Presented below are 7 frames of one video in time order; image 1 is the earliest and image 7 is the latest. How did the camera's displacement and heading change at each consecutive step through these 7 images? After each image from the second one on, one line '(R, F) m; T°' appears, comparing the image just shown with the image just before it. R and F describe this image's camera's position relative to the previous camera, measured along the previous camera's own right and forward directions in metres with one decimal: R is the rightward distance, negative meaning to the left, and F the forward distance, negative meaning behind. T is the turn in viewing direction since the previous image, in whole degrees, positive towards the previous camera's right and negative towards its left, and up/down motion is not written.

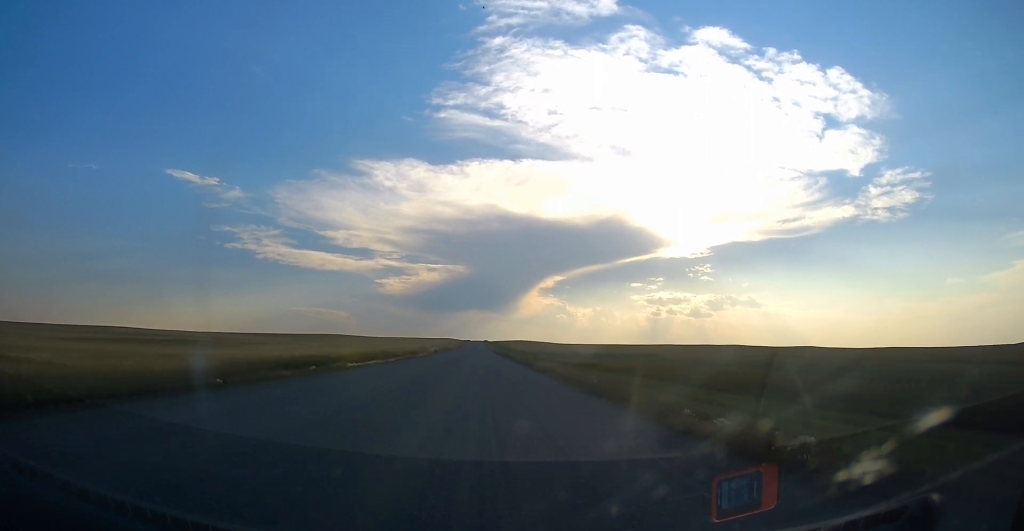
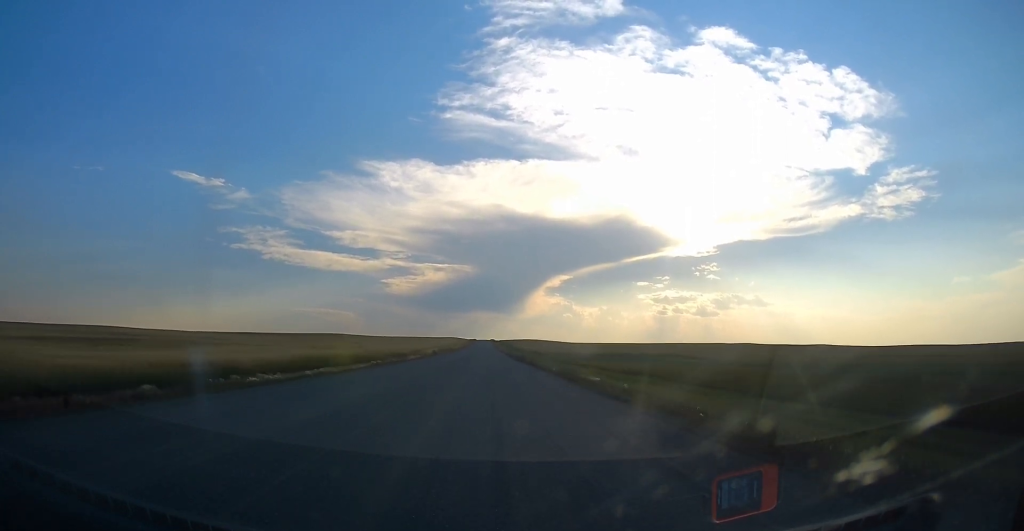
(0.0, +20.0) m; +1°
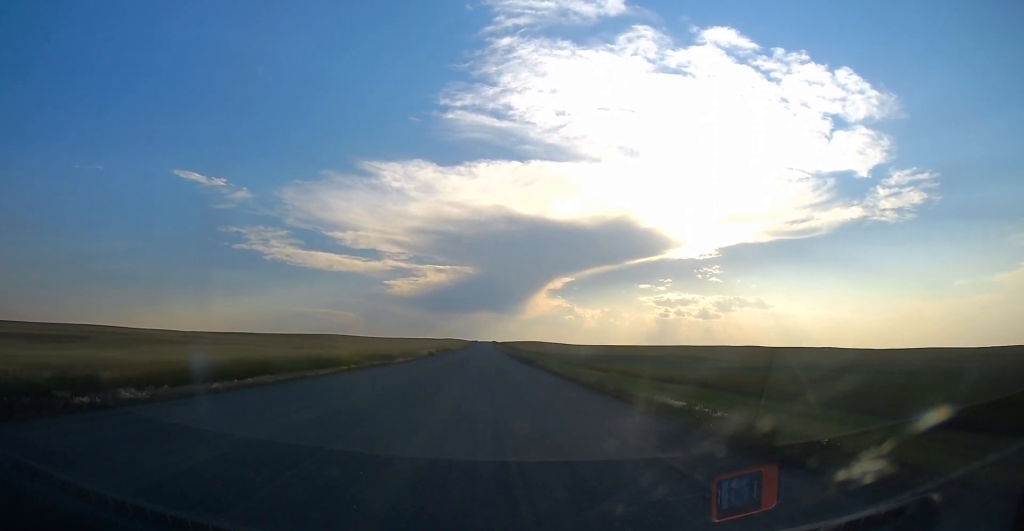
(+0.1, +11.4) m; +1°
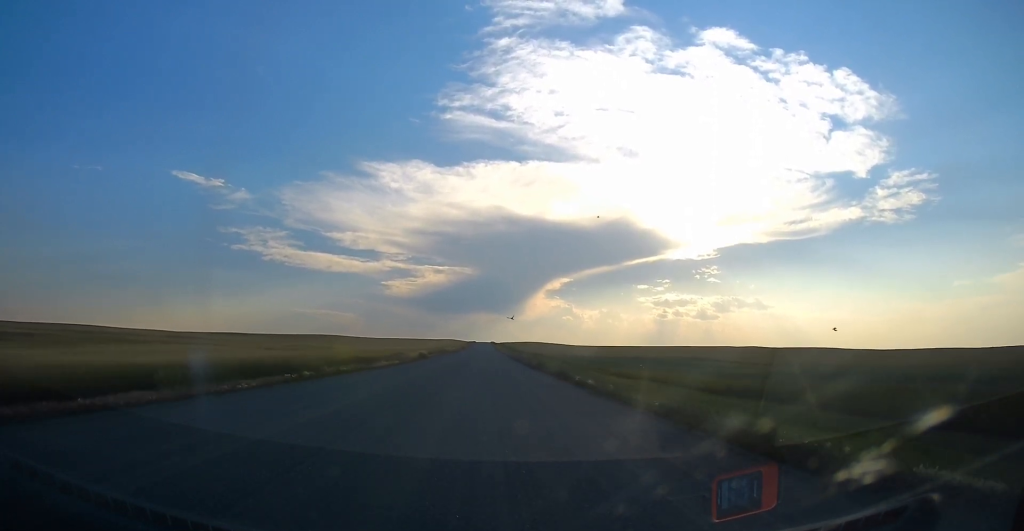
(+0.3, +11.0) m; 0°
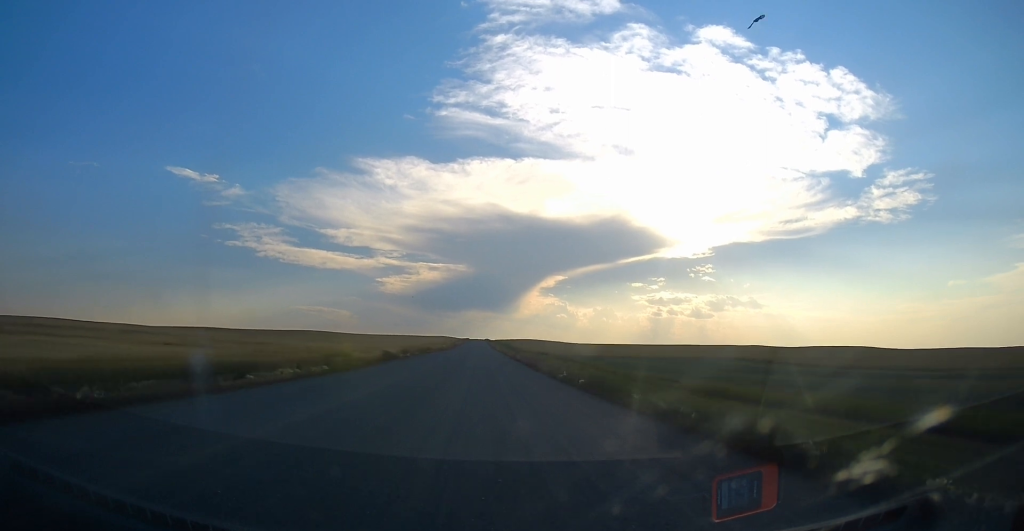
(-0.6, +26.8) m; -1°
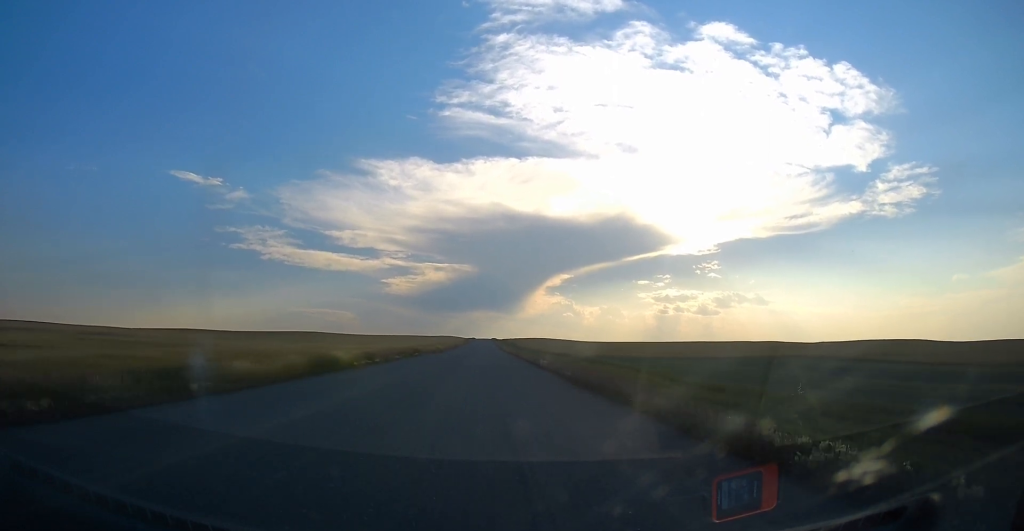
(0.0, +25.7) m; 0°
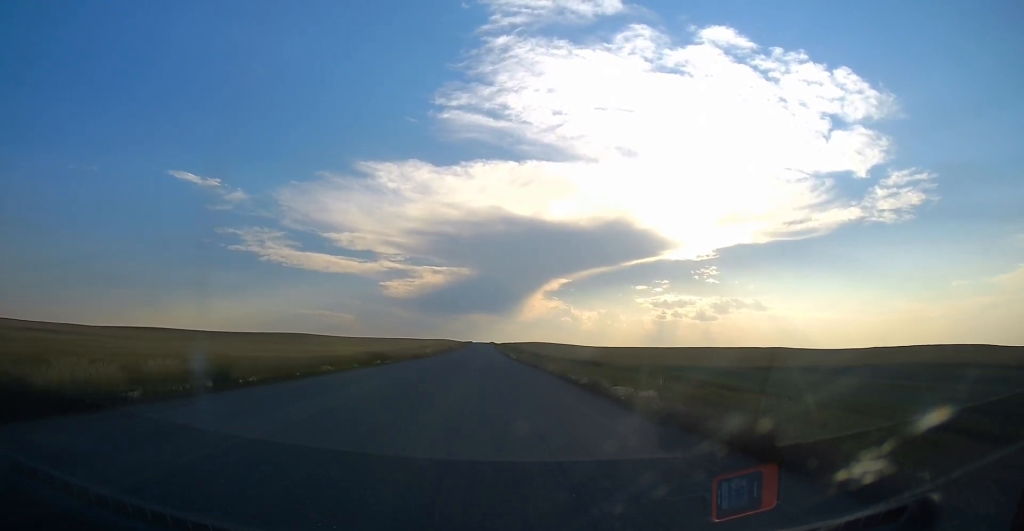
(0.0, +28.8) m; +1°
